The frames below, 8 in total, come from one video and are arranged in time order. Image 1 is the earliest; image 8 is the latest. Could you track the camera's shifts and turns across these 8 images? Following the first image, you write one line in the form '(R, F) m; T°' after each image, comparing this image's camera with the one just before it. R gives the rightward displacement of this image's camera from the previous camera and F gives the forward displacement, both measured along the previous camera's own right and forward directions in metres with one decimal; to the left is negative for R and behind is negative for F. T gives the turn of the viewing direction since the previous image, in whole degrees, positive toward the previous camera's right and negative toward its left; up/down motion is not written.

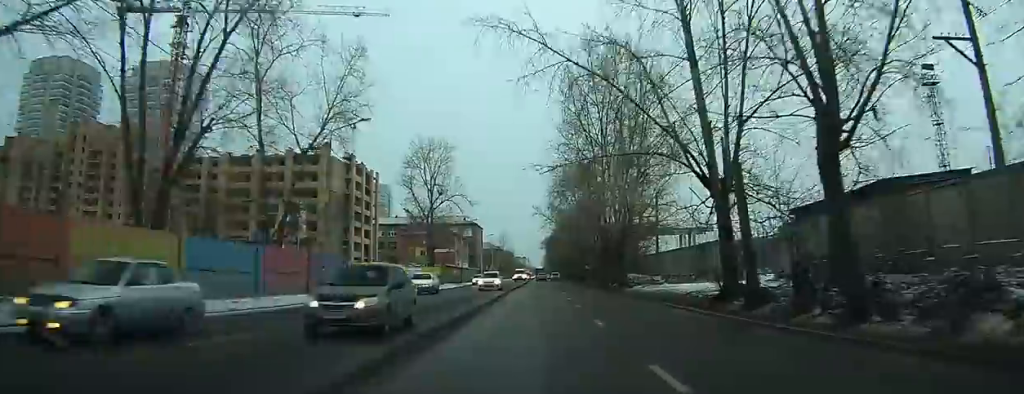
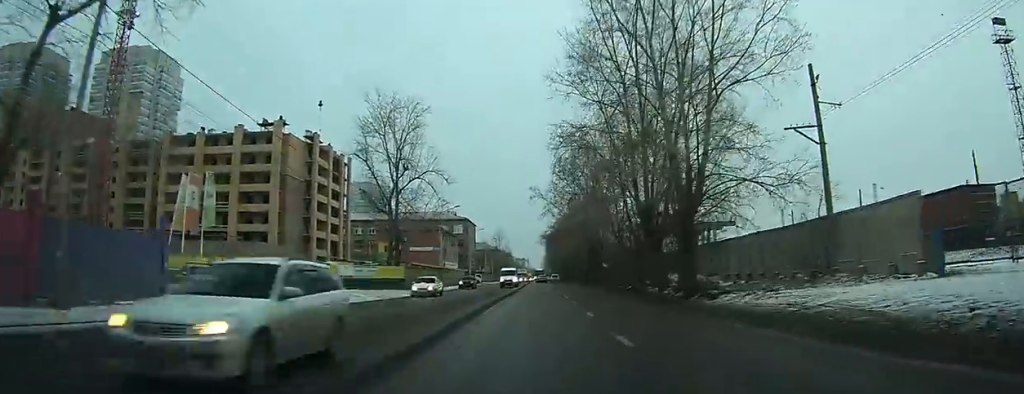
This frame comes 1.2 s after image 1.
(0.0, +19.5) m; 0°
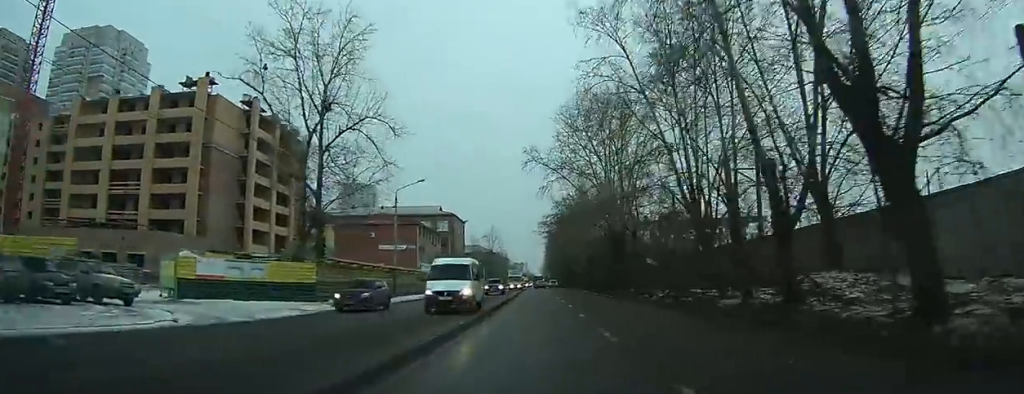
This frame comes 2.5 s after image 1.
(0.0, +21.5) m; 0°
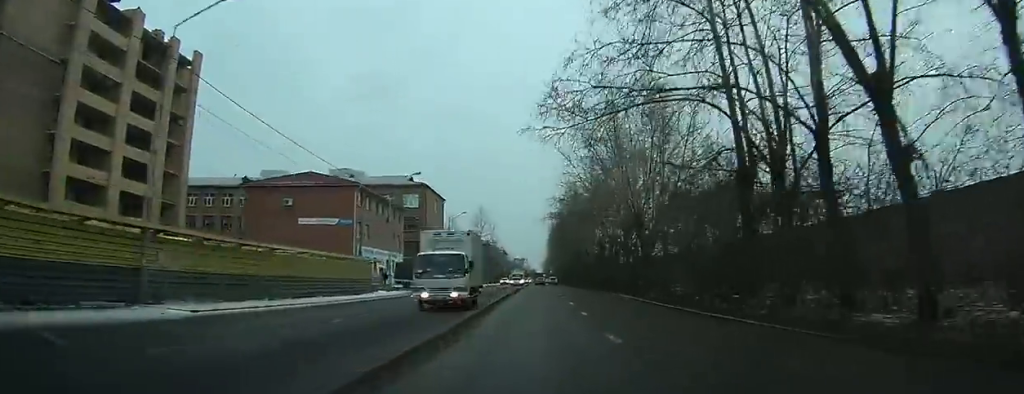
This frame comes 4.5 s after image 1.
(0.0, +32.5) m; 0°
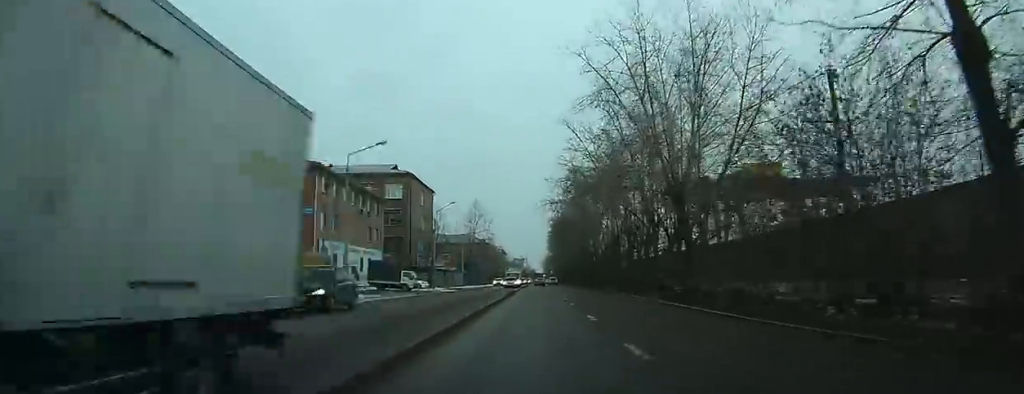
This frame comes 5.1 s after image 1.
(-0.1, +10.7) m; 0°
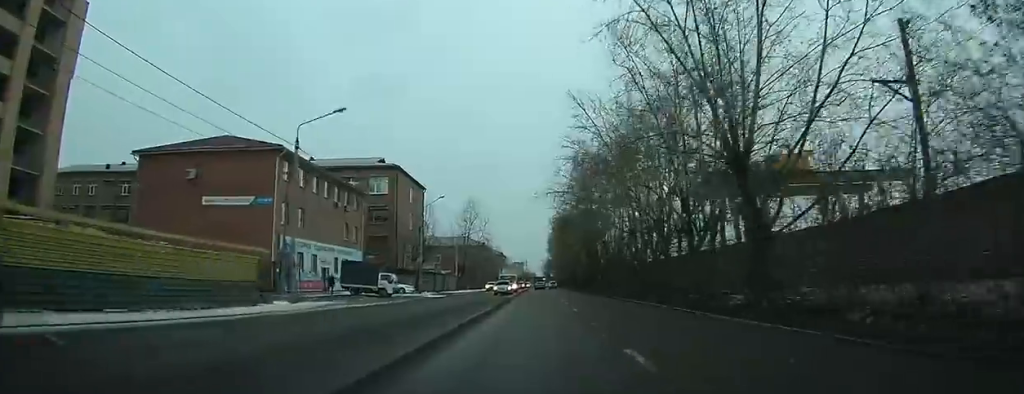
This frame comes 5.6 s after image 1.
(0.0, +8.0) m; 0°
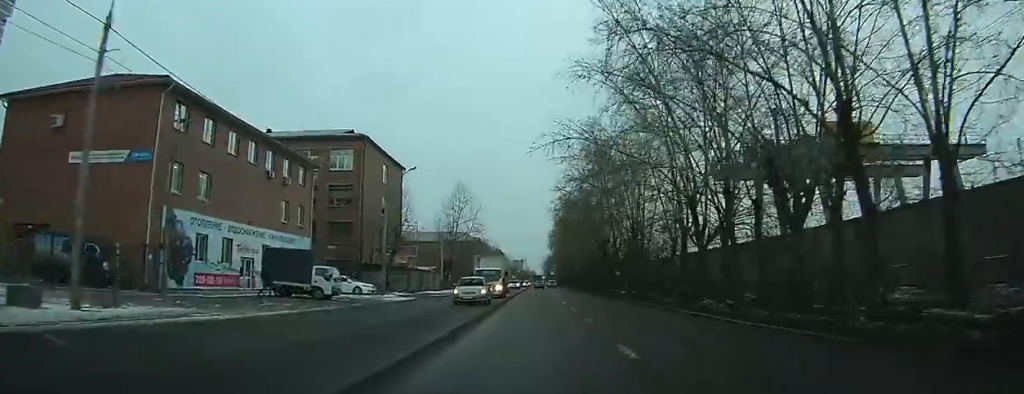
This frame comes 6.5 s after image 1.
(0.0, +14.5) m; 0°
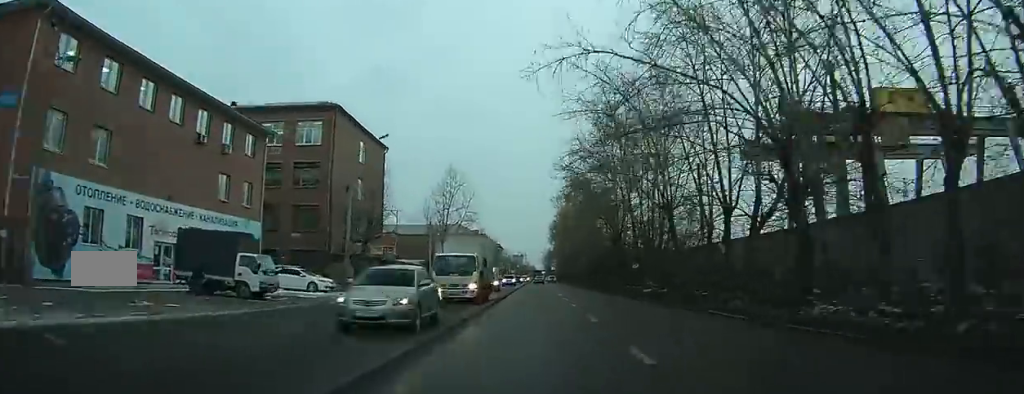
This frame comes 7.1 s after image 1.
(0.0, +9.2) m; 0°
